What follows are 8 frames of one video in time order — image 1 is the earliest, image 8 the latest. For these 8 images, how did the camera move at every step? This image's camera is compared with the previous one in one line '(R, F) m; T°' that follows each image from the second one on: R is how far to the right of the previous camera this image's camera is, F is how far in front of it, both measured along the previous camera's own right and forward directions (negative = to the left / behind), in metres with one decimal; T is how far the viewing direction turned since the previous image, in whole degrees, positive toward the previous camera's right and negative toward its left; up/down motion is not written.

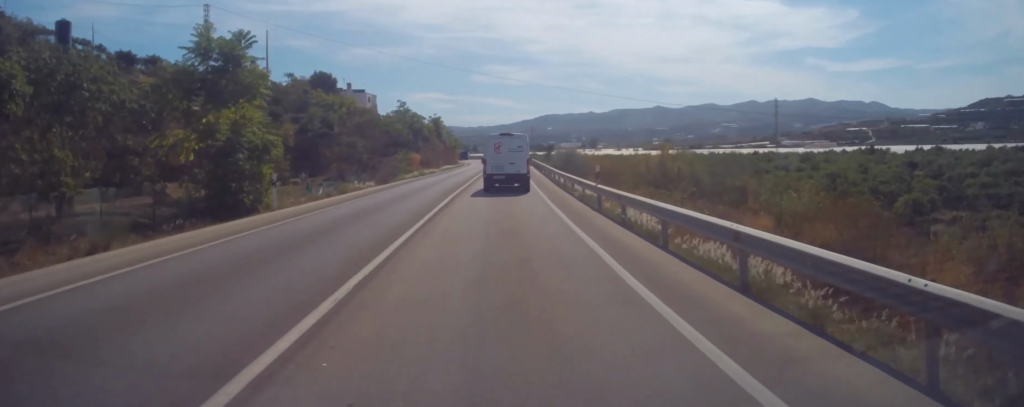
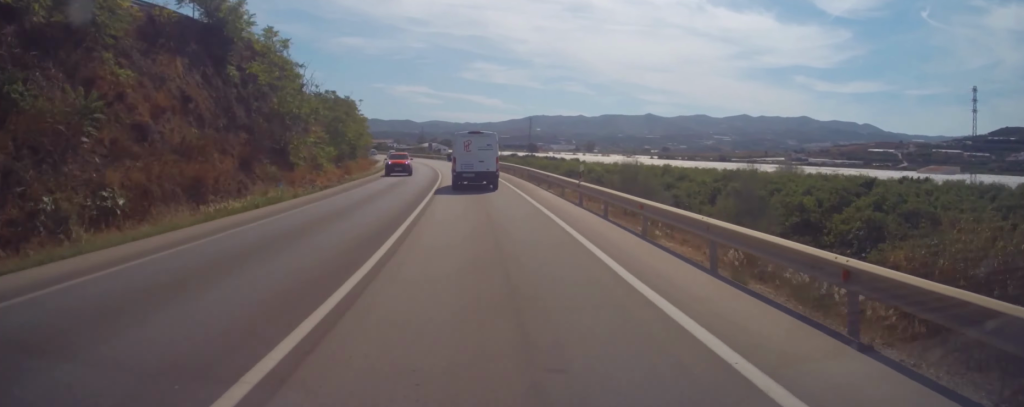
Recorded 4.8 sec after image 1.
(+5.3, +97.9) m; -4°
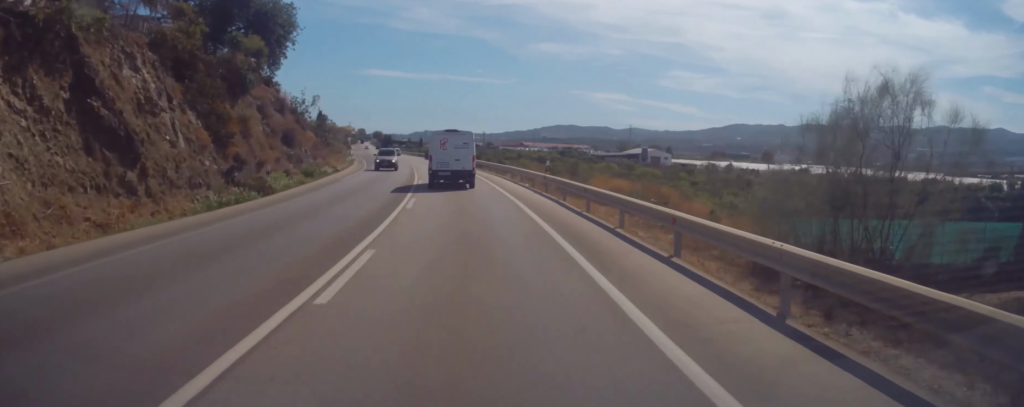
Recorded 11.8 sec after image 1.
(-14.5, +141.2) m; -11°
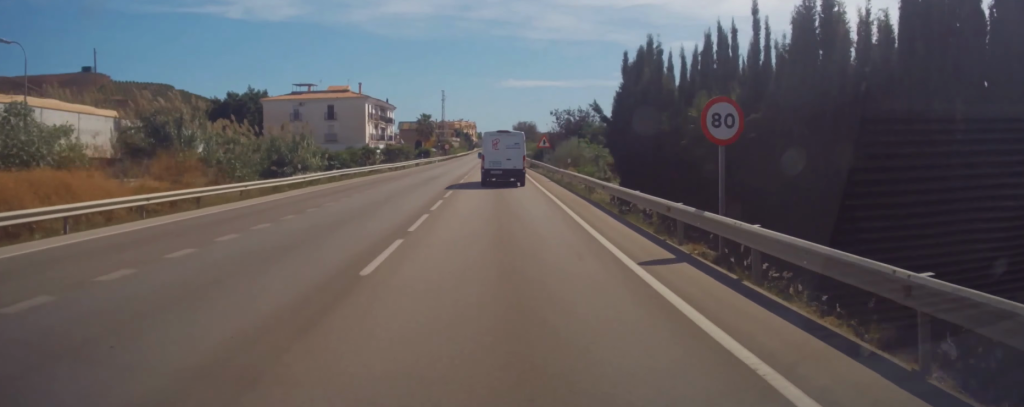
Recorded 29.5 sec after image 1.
(-40.1, +332.2) m; -8°
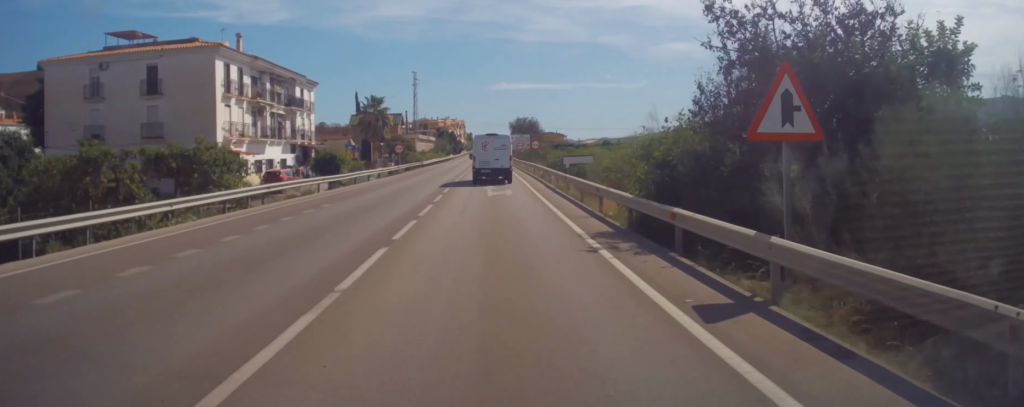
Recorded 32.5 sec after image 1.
(+0.2, +50.9) m; 0°
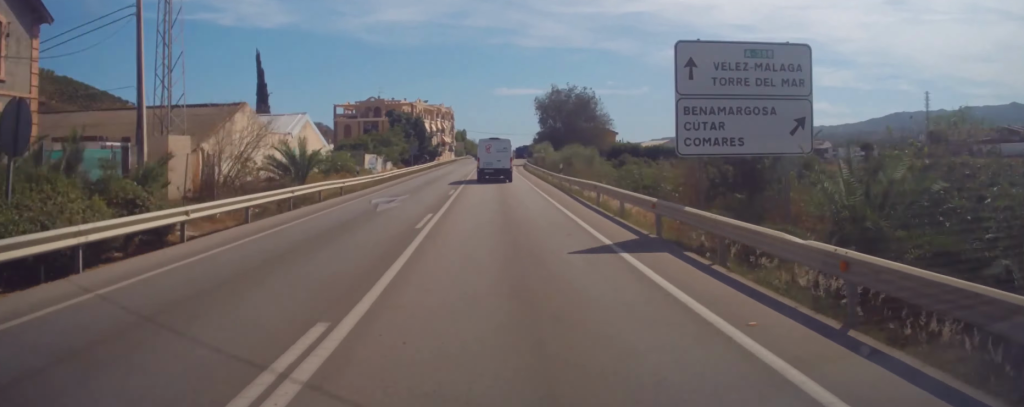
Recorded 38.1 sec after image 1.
(+0.3, +101.0) m; +1°
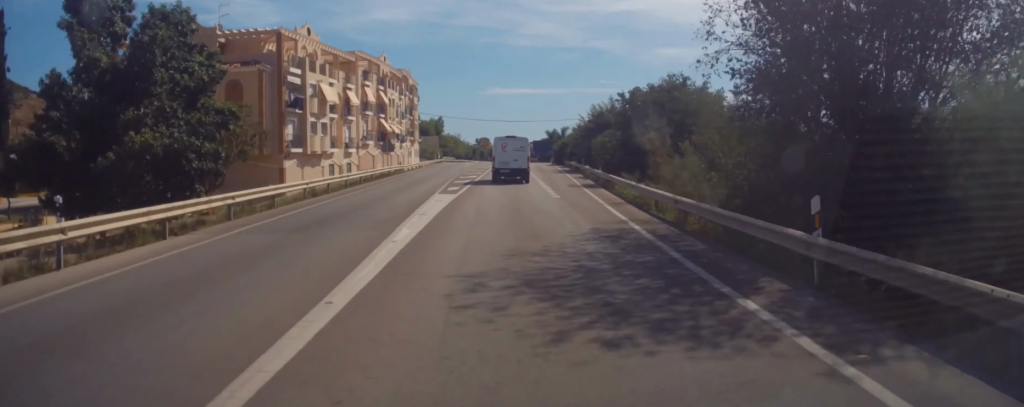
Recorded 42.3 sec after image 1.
(0.0, +77.0) m; +1°
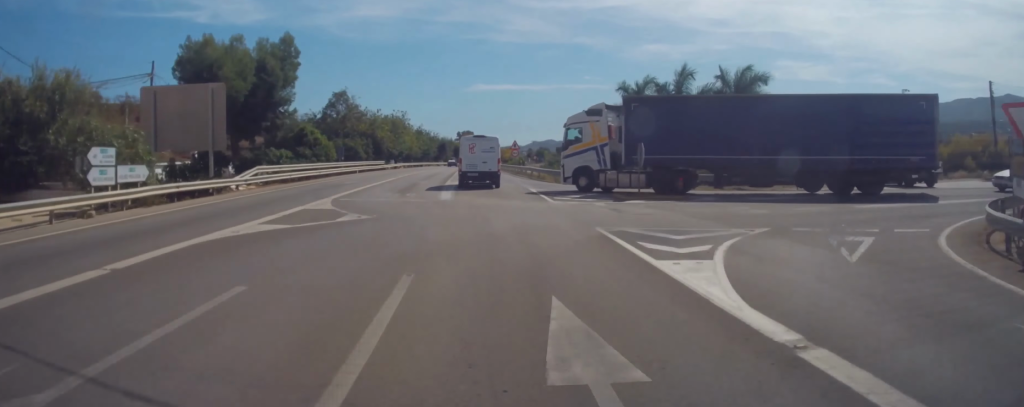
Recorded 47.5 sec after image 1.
(+0.2, +95.9) m; +2°
